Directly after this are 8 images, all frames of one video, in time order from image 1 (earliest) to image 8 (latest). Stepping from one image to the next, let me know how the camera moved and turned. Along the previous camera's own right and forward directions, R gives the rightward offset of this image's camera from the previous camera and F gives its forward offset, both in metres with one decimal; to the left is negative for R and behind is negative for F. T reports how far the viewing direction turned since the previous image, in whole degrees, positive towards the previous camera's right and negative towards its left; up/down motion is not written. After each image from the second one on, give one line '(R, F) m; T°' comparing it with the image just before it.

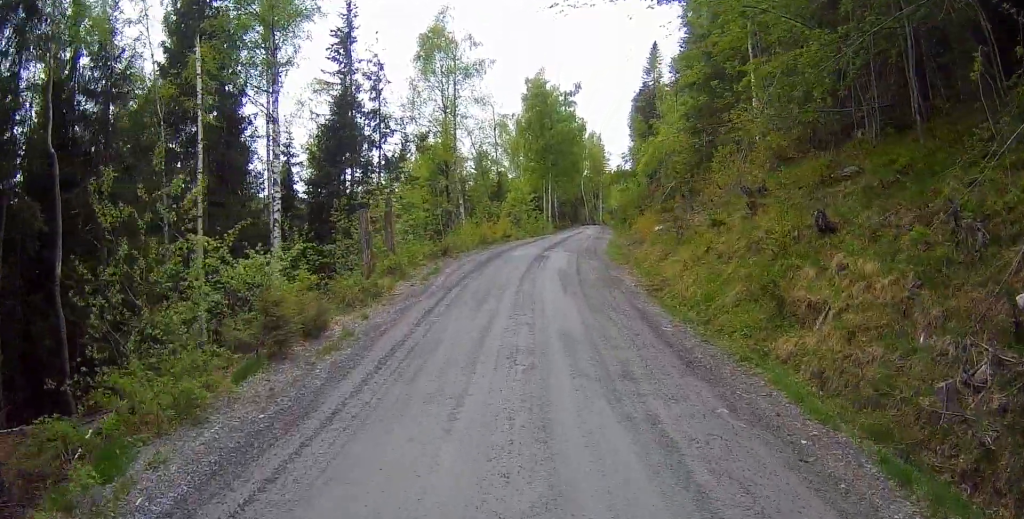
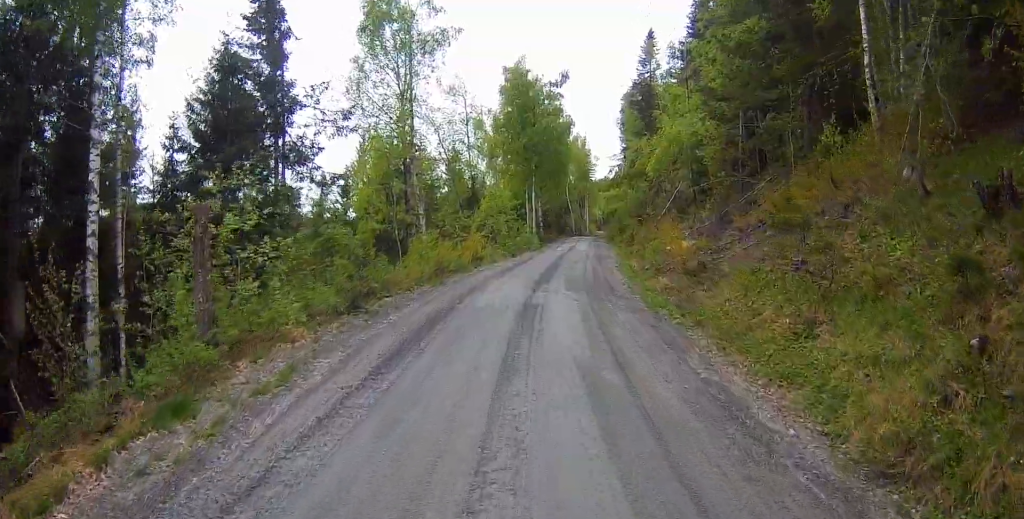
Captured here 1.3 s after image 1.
(0.0, +10.9) m; +2°
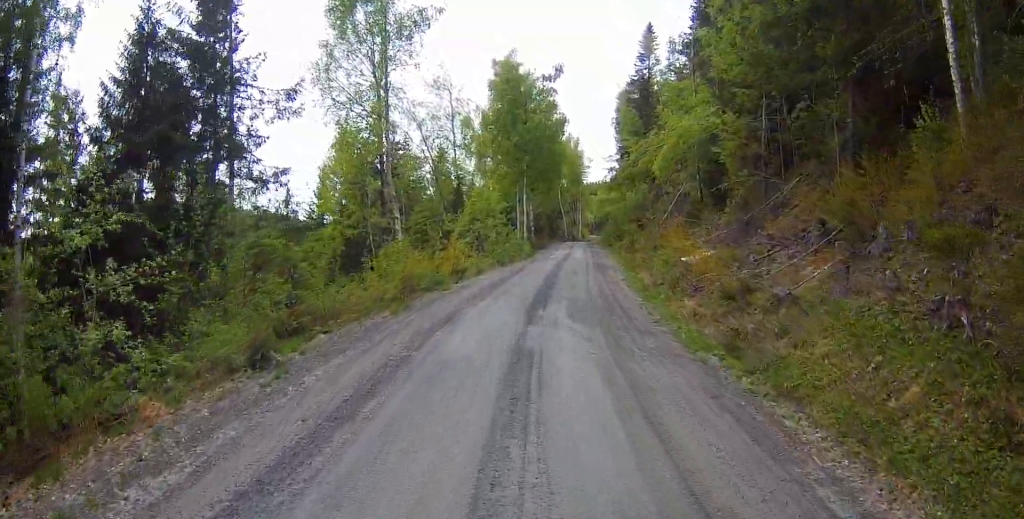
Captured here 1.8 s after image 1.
(+0.1, +4.2) m; +2°
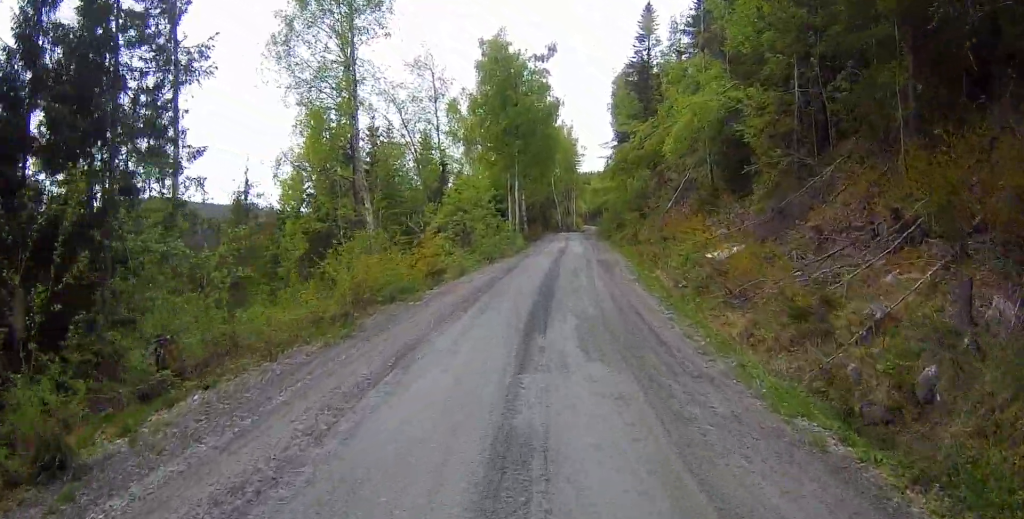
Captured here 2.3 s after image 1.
(0.0, +3.9) m; +2°
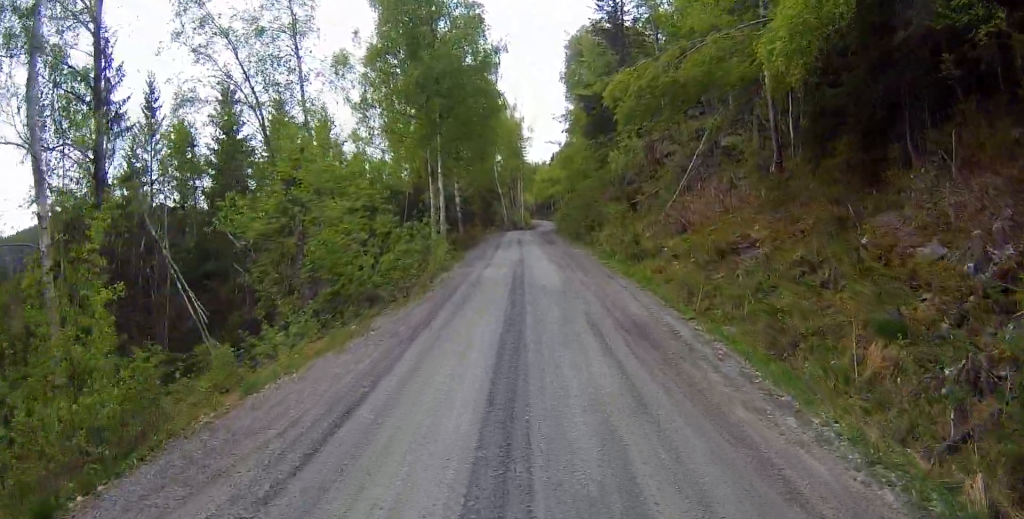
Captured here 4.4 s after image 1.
(+1.3, +16.8) m; +5°
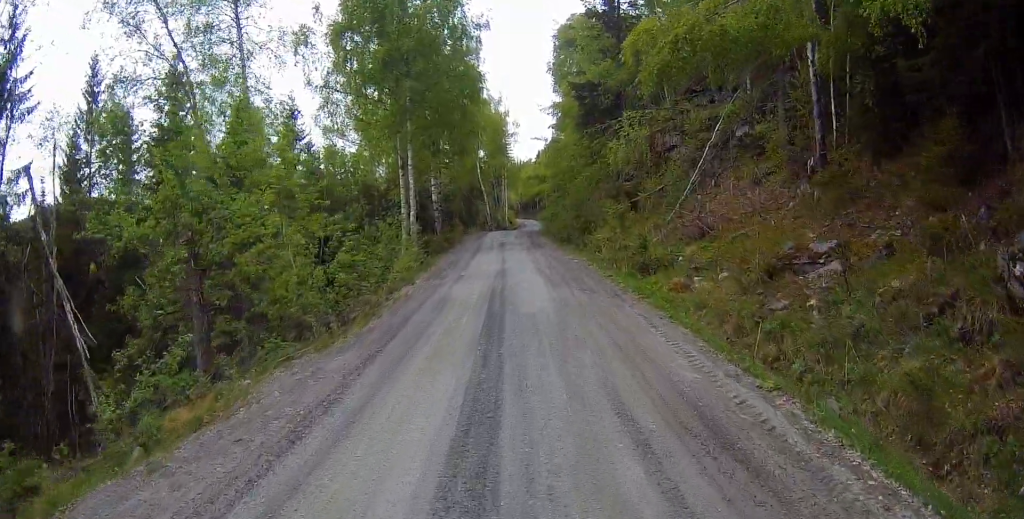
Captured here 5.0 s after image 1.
(-0.1, +4.6) m; -1°
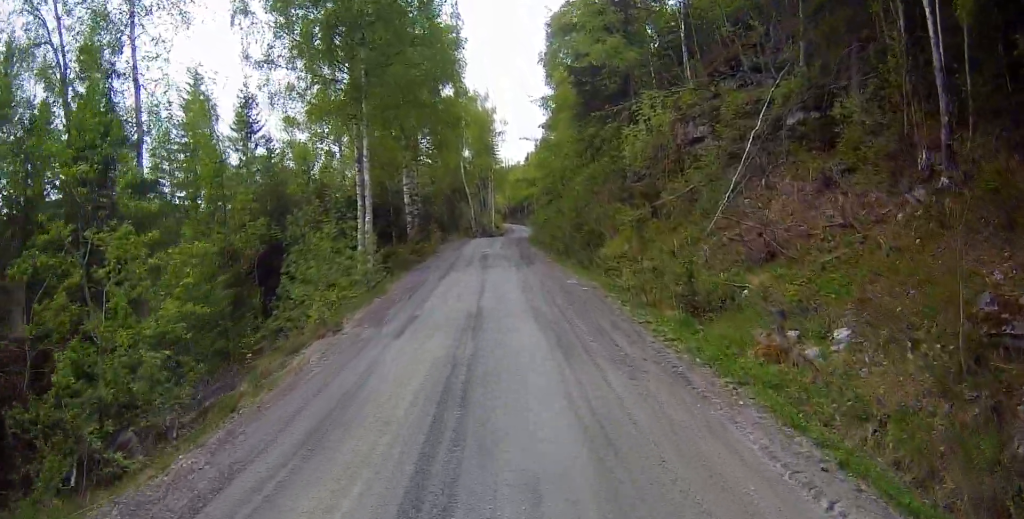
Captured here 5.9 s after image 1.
(0.0, +7.0) m; -2°
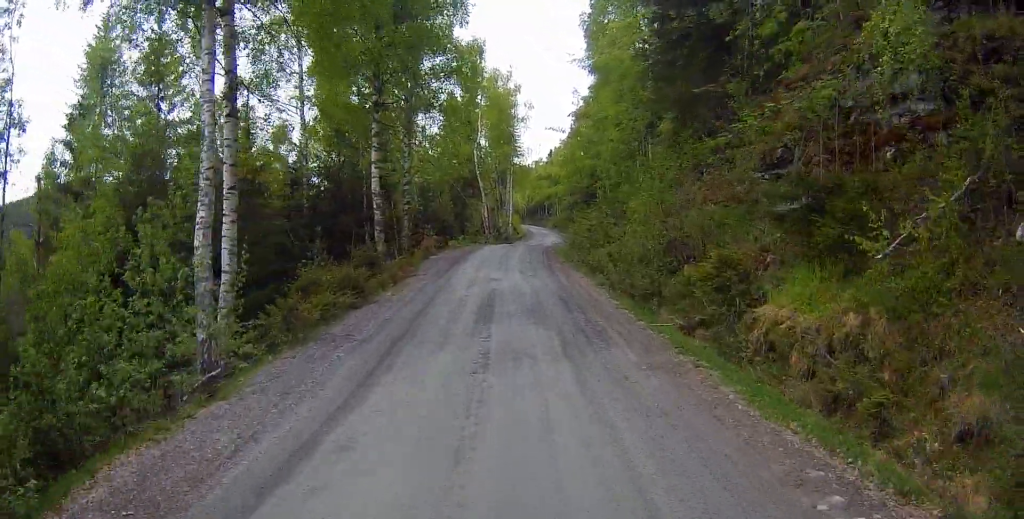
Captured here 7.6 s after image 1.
(-0.4, +15.0) m; -1°
